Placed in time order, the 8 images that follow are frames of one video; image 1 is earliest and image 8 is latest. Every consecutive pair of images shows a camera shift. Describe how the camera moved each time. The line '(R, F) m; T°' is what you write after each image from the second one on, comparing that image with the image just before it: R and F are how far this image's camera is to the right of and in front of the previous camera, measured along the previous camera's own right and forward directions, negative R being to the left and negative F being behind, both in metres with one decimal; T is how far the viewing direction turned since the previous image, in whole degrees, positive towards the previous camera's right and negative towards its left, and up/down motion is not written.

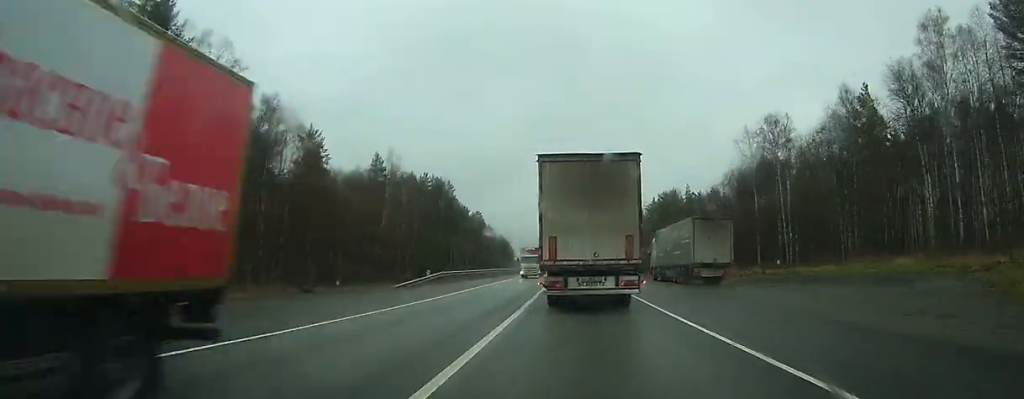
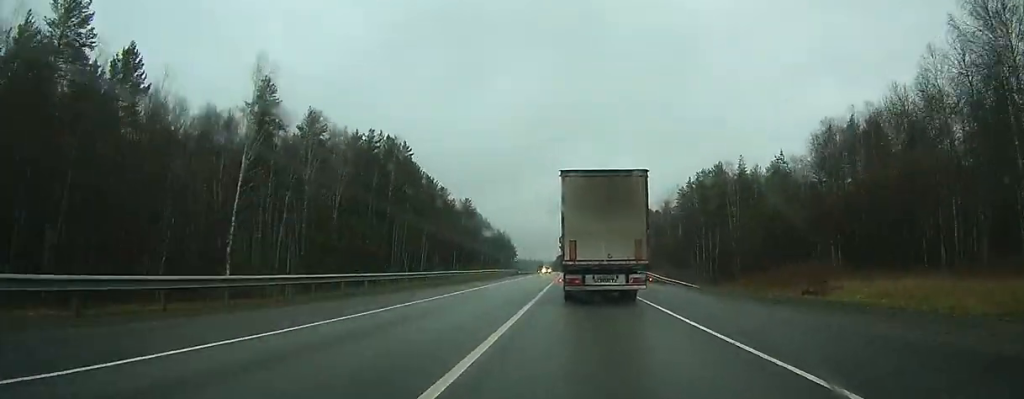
(+0.4, +52.3) m; 0°
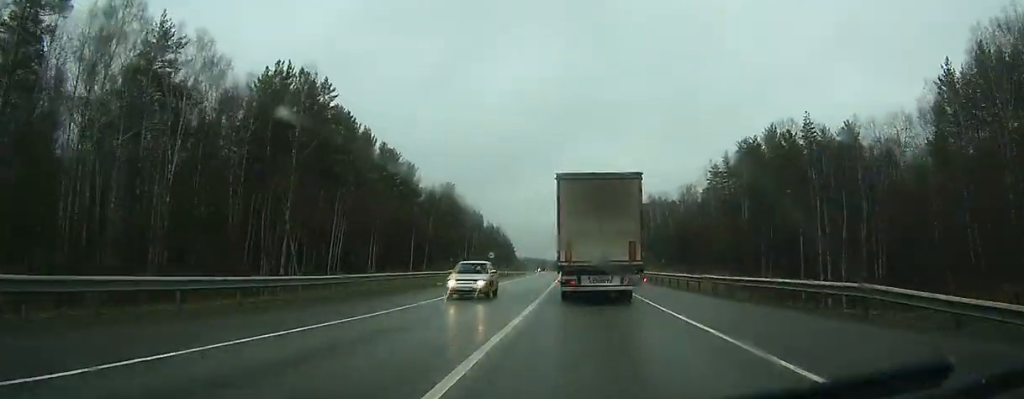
(-0.1, +38.0) m; 0°
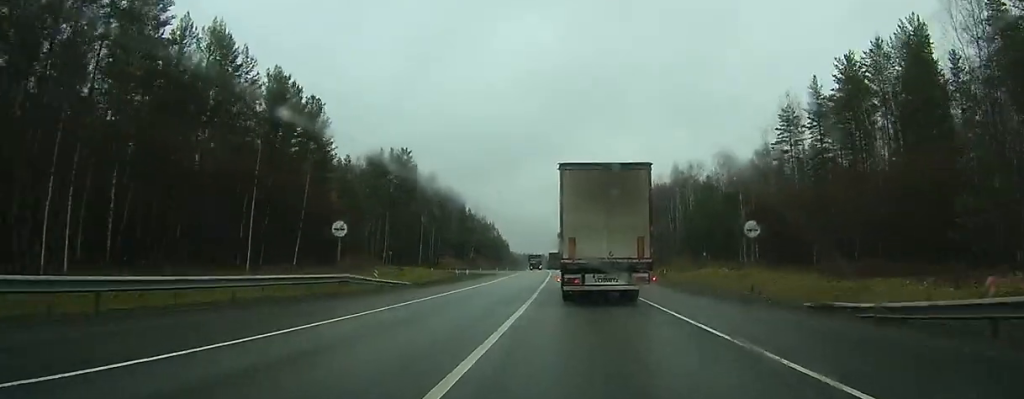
(-0.3, +49.1) m; -1°
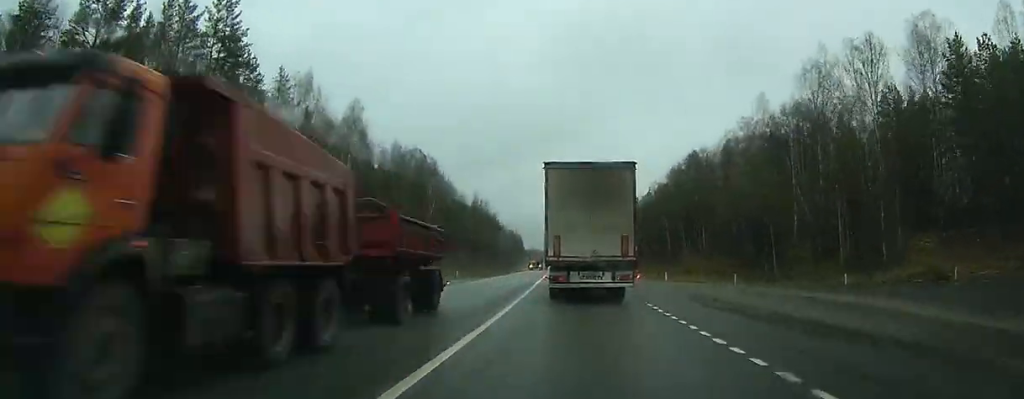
(-1.6, +81.7) m; -2°
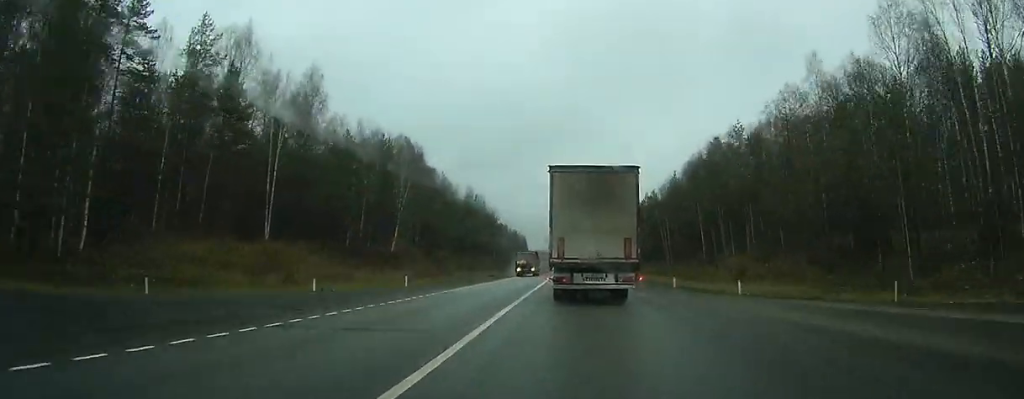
(+0.1, +20.6) m; 0°
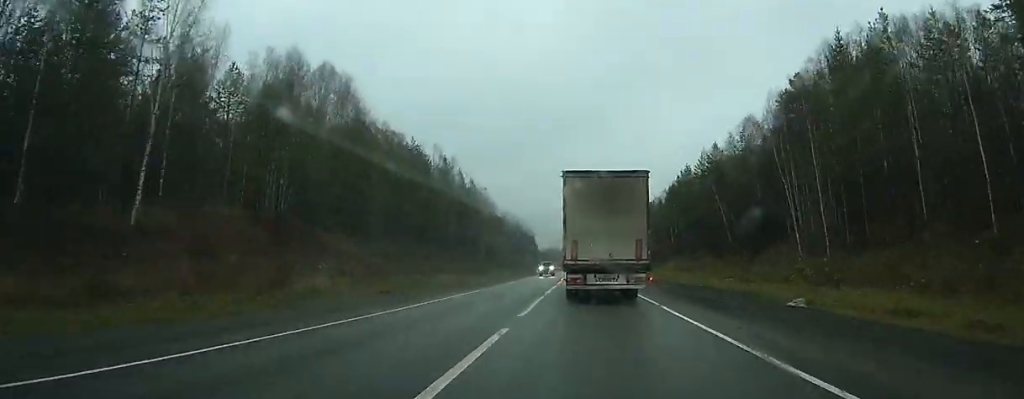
(-0.4, +52.9) m; -1°
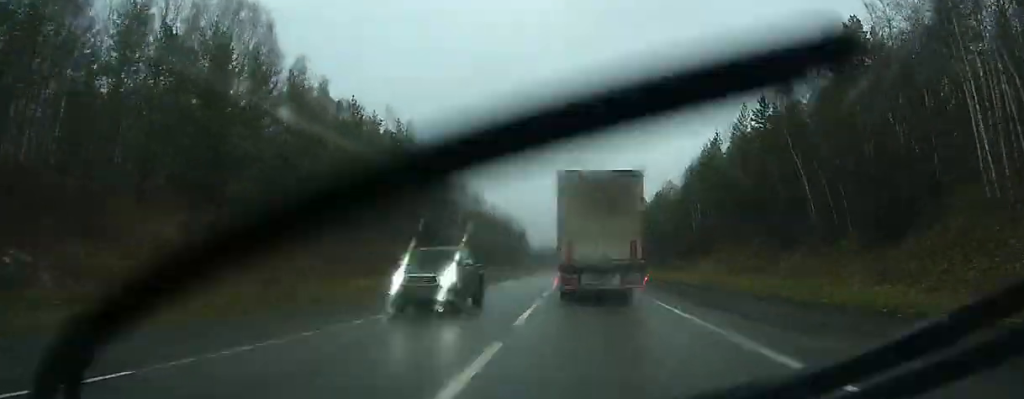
(-0.2, +25.8) m; 0°
